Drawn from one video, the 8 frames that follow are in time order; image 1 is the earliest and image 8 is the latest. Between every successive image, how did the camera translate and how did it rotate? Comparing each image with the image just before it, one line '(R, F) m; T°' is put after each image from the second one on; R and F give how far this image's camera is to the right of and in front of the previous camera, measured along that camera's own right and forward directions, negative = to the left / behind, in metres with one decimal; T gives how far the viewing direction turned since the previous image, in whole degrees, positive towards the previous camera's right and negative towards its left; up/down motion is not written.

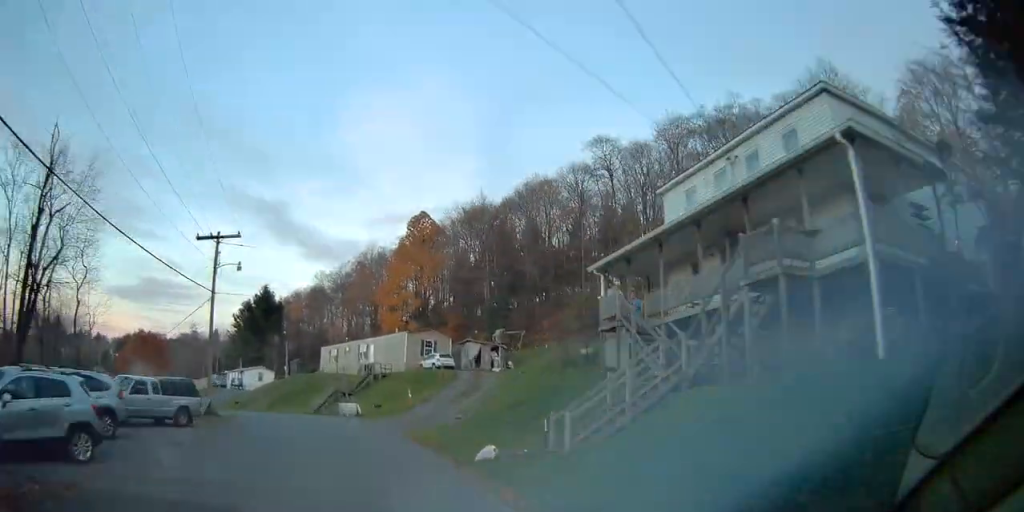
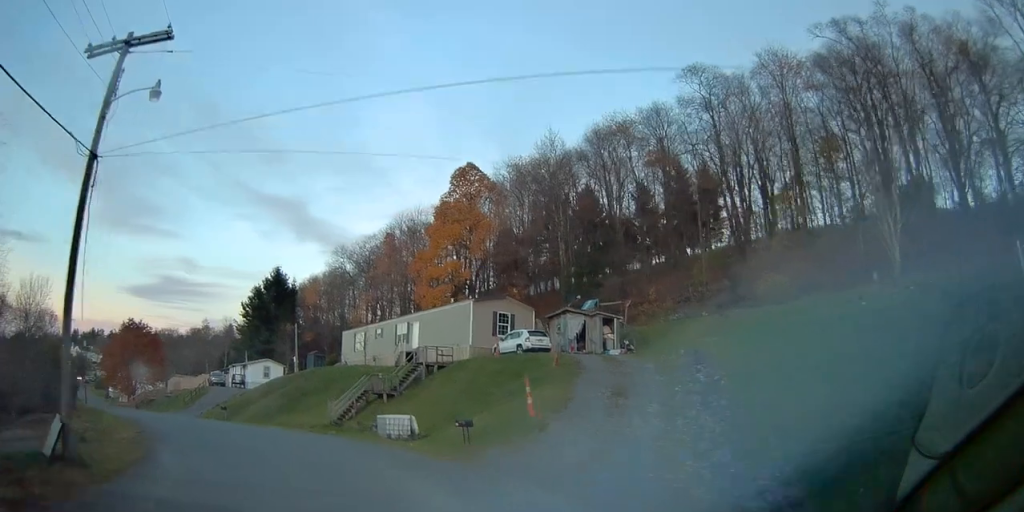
(-0.2, +18.5) m; -2°
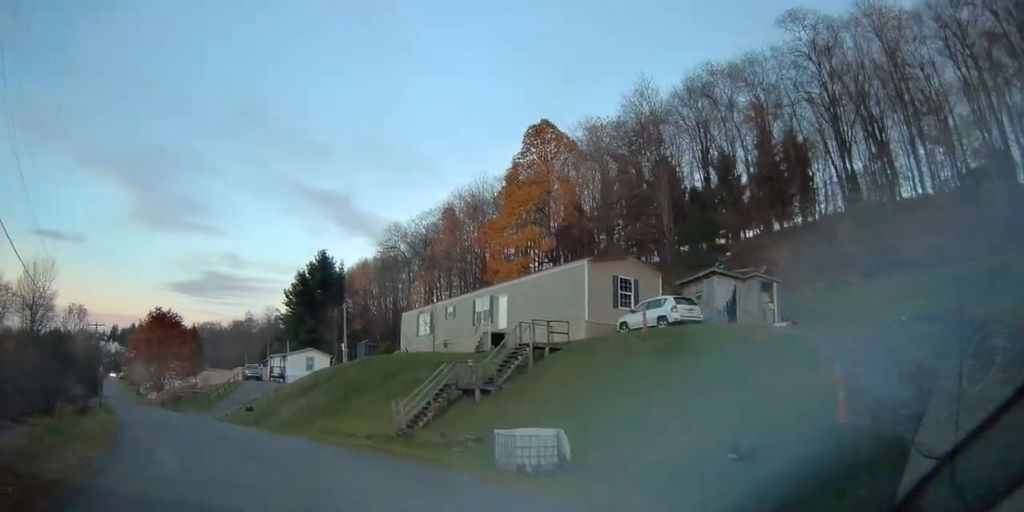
(-0.1, +10.2) m; -4°
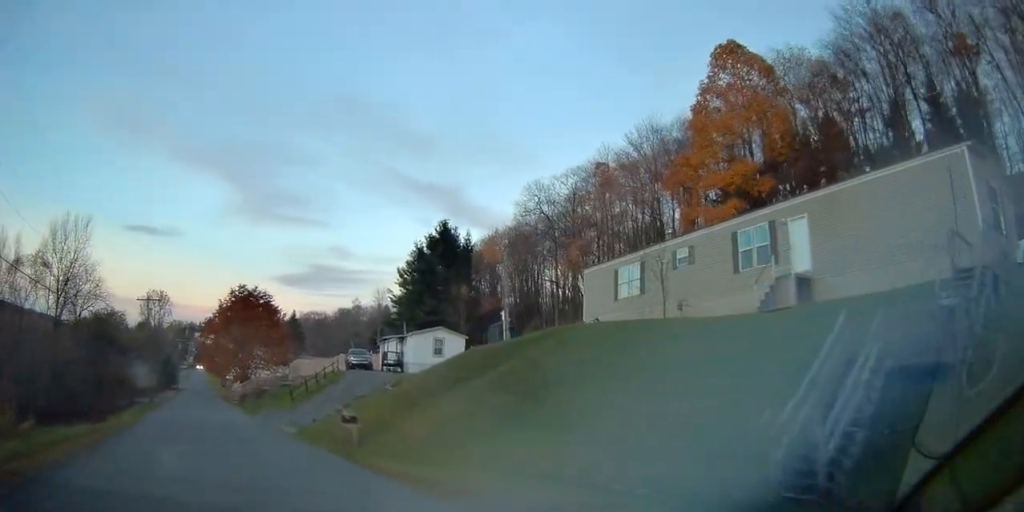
(-1.3, +15.5) m; -9°
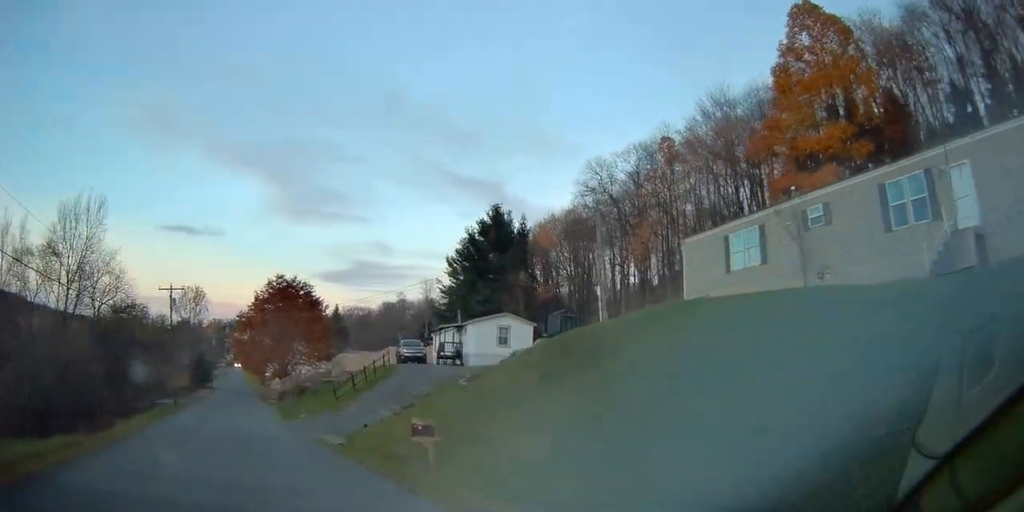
(0.0, +5.4) m; -4°
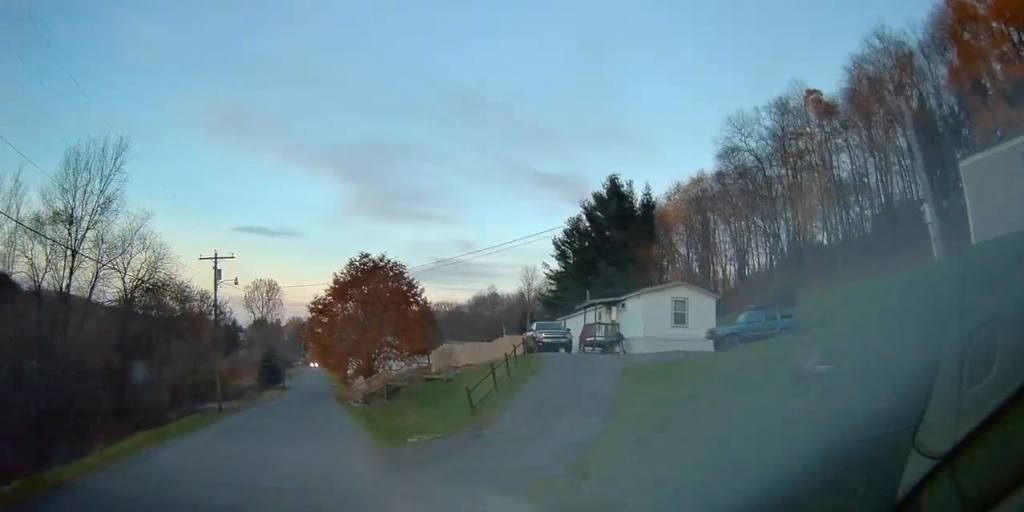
(-1.0, +11.5) m; -8°
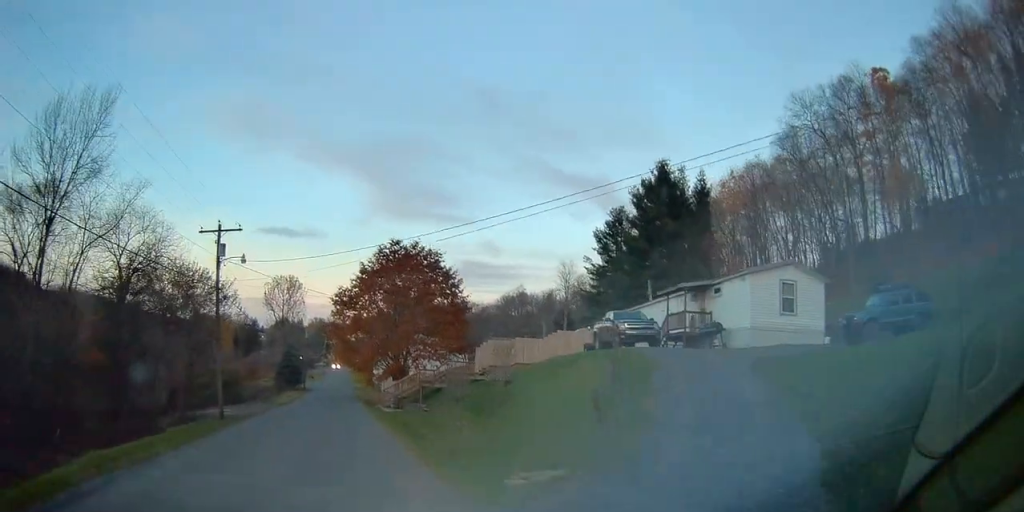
(-0.3, +6.4) m; -3°
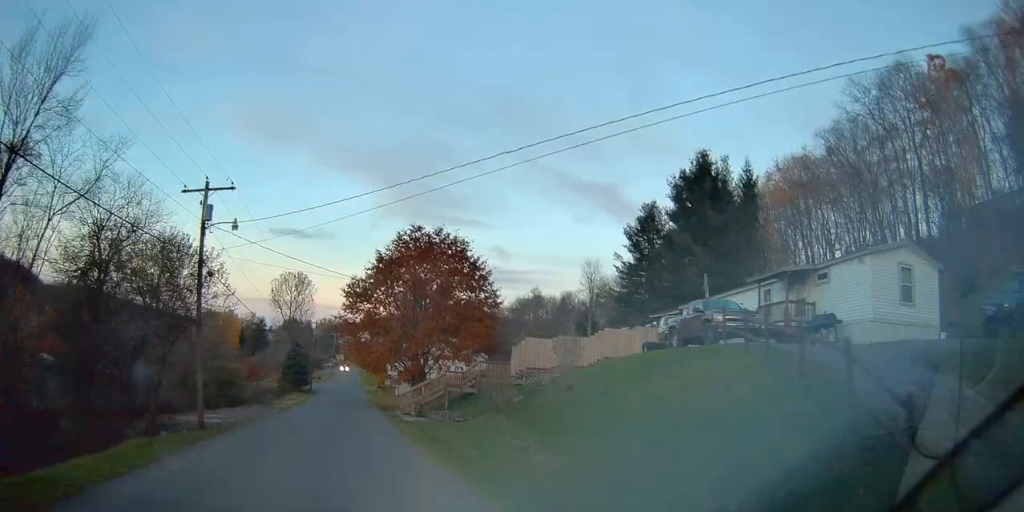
(-0.1, +6.0) m; -2°
